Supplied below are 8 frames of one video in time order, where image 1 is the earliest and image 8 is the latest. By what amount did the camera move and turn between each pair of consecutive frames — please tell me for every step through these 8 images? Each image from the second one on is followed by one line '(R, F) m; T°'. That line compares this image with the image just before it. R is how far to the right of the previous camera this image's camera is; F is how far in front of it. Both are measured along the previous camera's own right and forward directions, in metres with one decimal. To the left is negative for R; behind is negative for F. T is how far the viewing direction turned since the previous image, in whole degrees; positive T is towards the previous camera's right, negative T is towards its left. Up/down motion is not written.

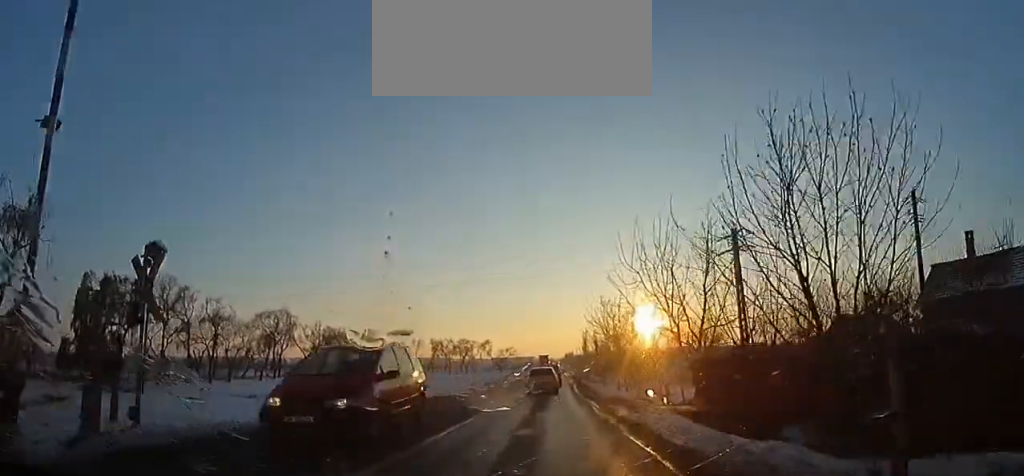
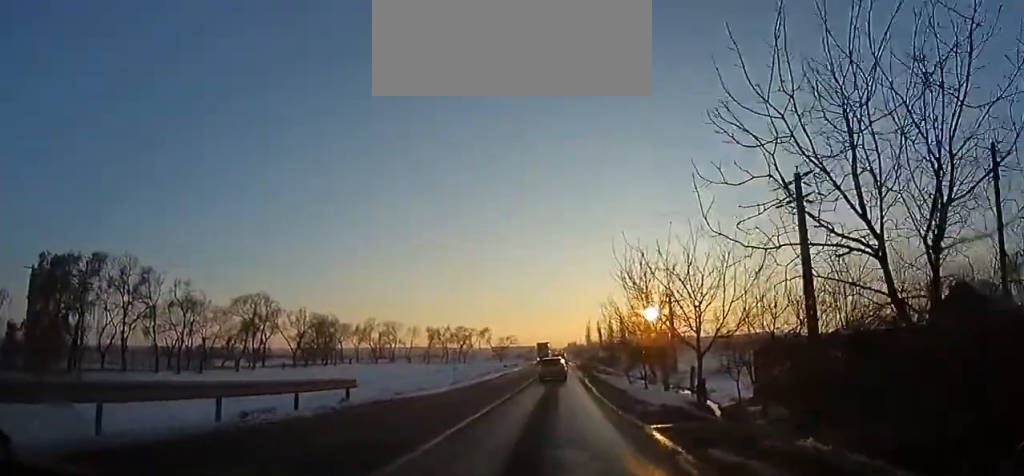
(-0.1, +11.1) m; -1°
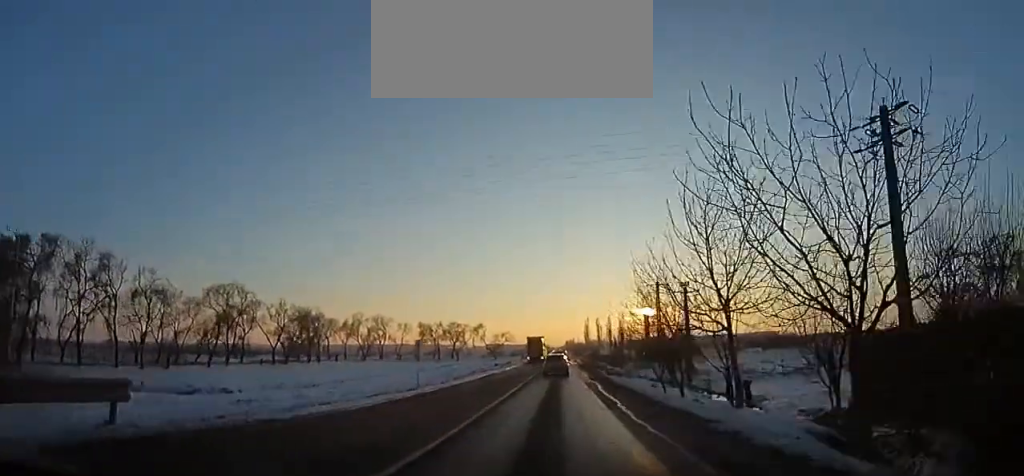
(-0.5, +8.8) m; +1°
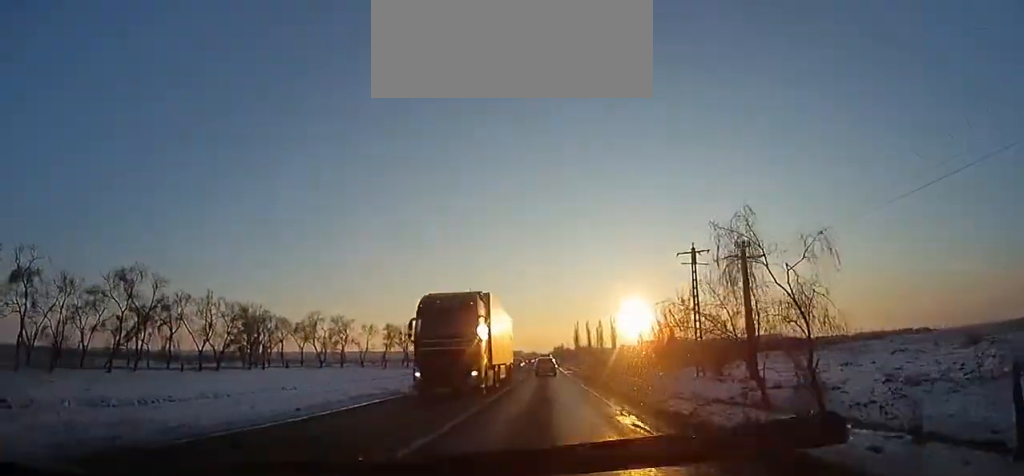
(+1.3, +21.5) m; +1°
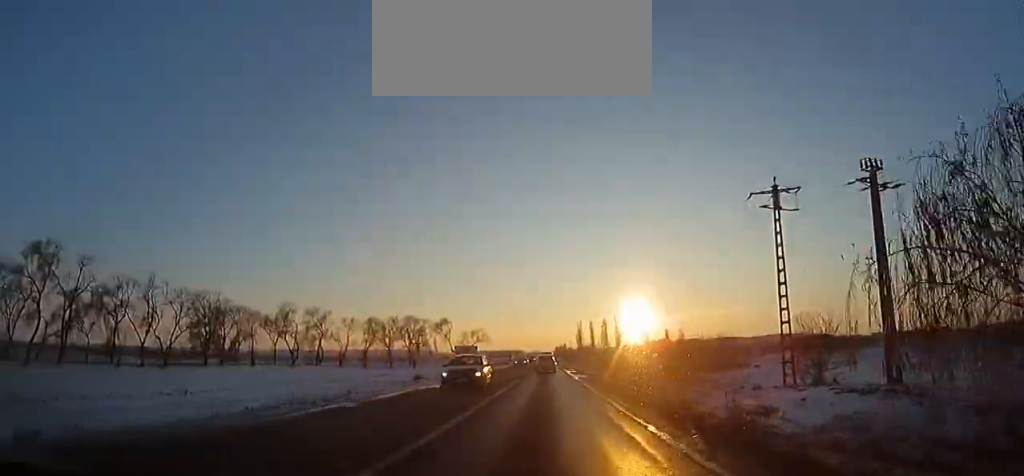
(-0.8, +16.4) m; -1°
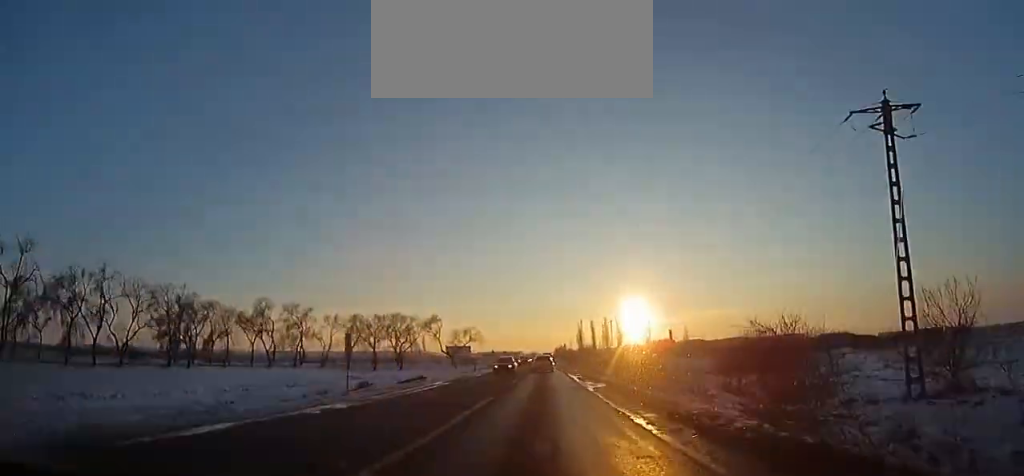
(-0.1, +10.4) m; 0°
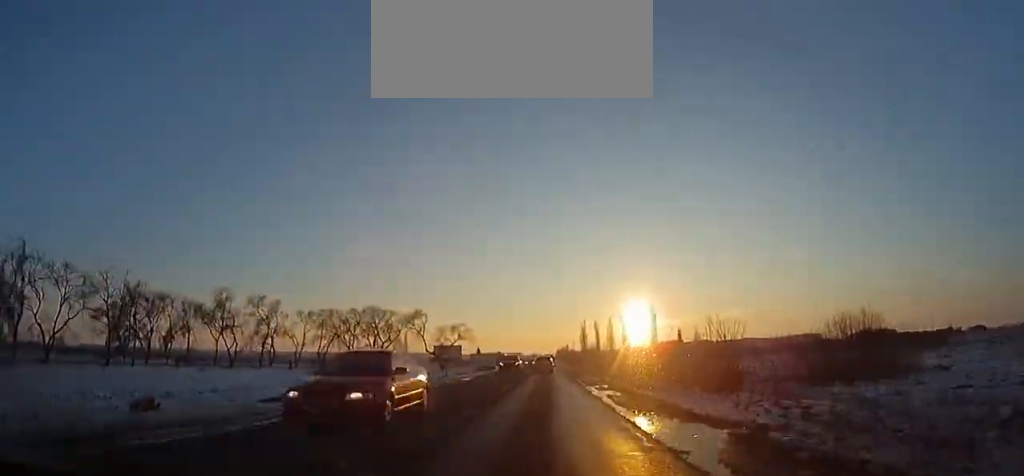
(+0.4, +14.9) m; +1°
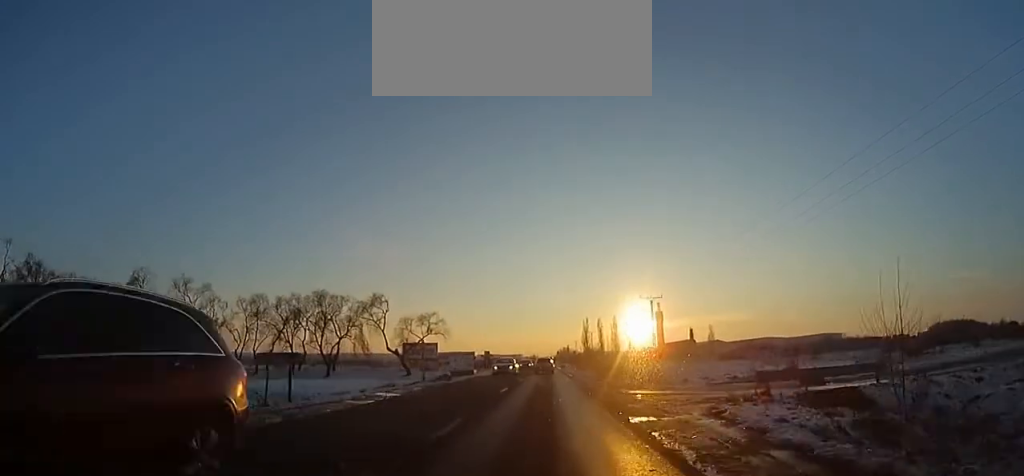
(0.0, +22.7) m; 0°
